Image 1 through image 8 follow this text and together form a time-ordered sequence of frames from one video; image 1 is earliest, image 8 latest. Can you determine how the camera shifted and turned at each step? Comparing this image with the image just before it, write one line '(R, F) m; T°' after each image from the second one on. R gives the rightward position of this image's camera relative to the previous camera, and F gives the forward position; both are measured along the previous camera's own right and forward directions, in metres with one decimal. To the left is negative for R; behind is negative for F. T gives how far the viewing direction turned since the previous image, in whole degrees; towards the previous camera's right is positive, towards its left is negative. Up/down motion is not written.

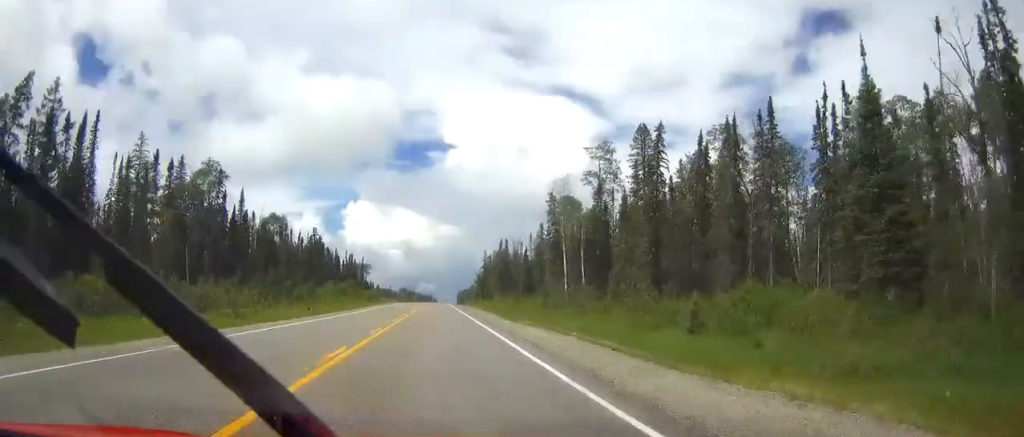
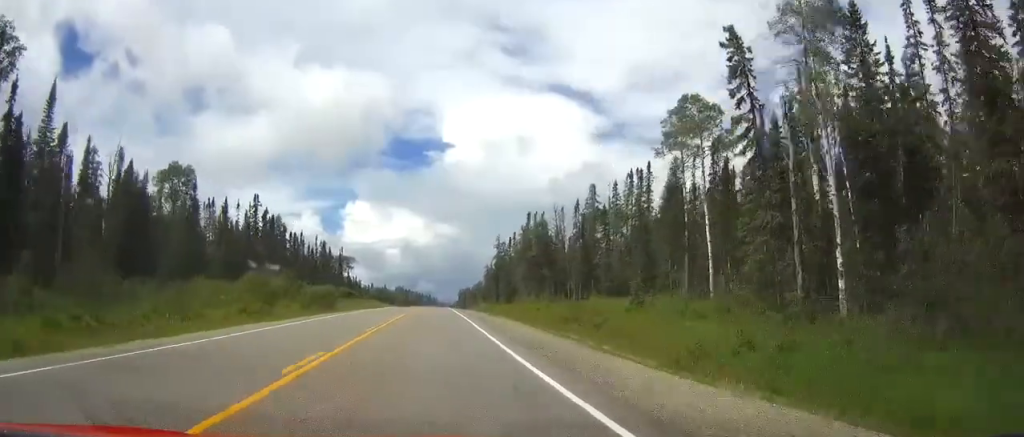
(+0.1, +64.4) m; 0°
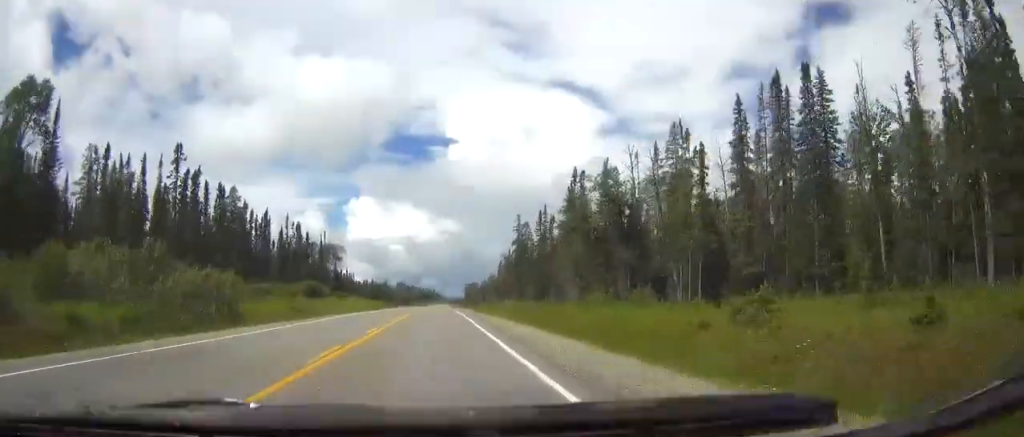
(-0.1, +44.2) m; 0°
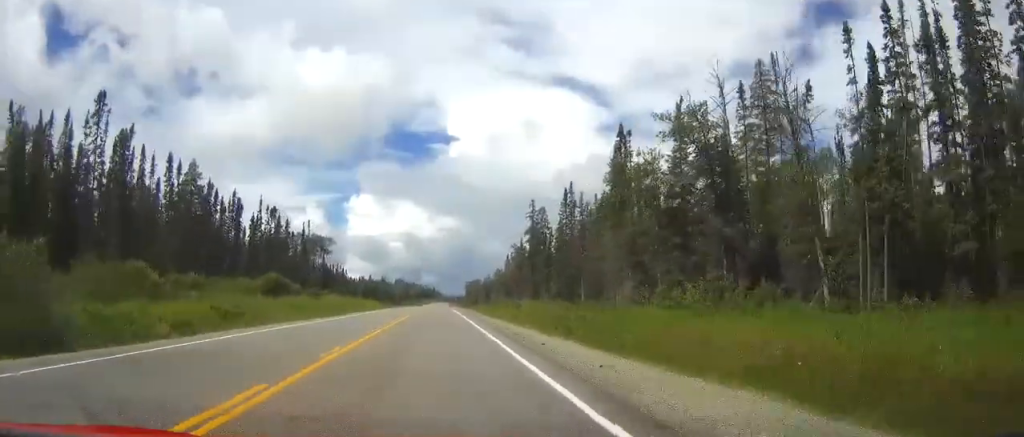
(-0.1, +24.7) m; 0°
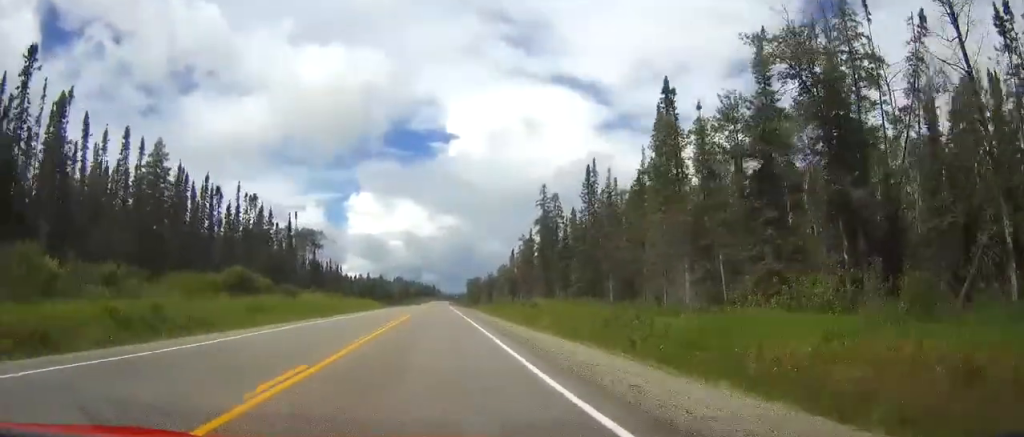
(0.0, +15.5) m; 0°
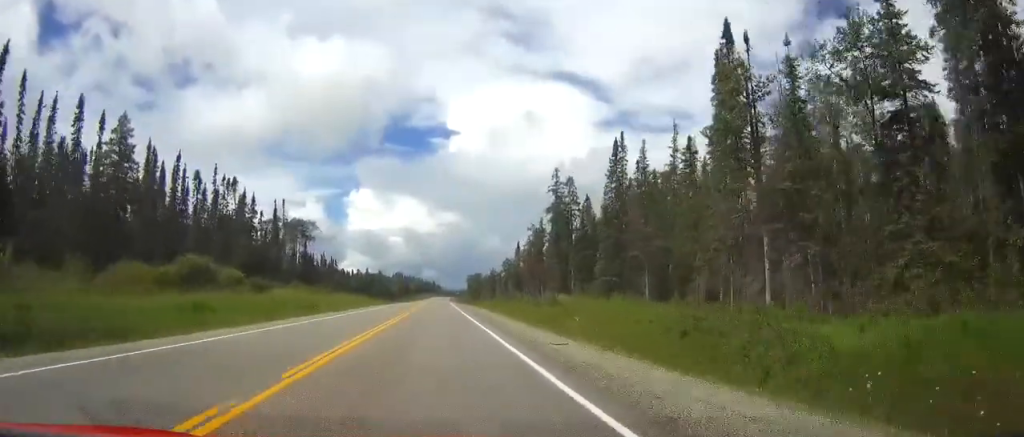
(0.0, +13.4) m; 0°
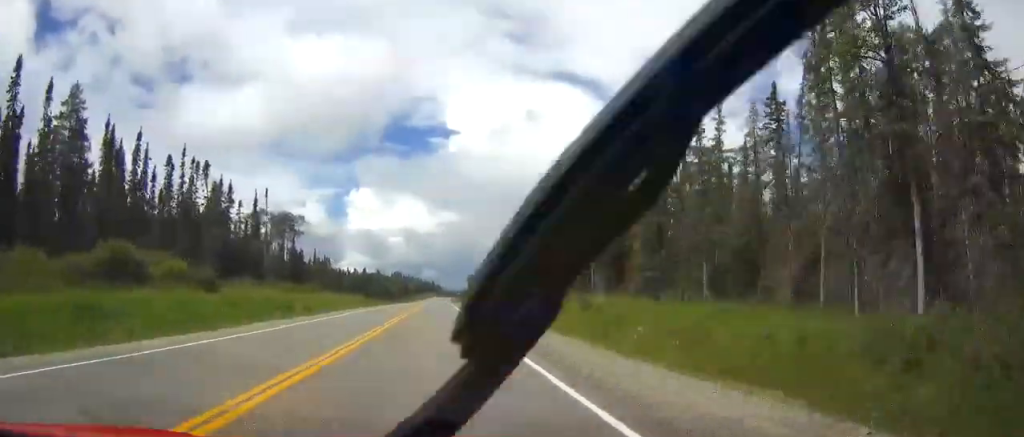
(-0.1, +14.4) m; 0°
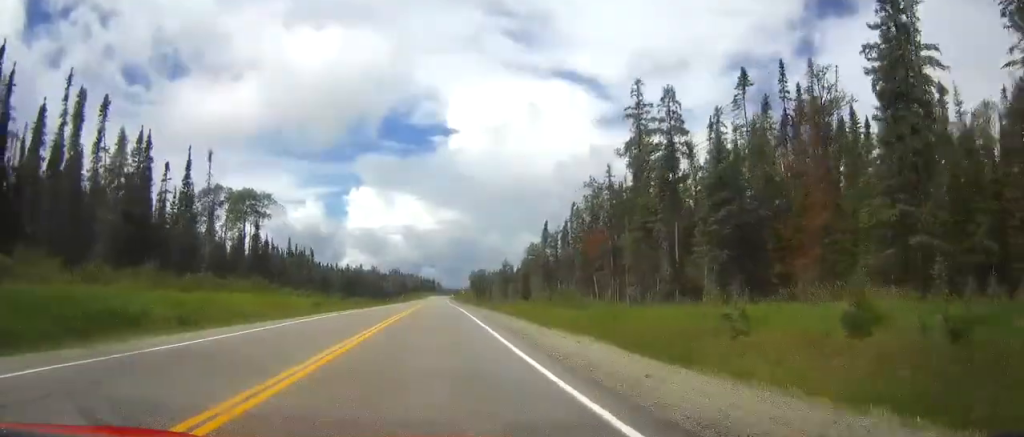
(0.0, +34.1) m; 0°
